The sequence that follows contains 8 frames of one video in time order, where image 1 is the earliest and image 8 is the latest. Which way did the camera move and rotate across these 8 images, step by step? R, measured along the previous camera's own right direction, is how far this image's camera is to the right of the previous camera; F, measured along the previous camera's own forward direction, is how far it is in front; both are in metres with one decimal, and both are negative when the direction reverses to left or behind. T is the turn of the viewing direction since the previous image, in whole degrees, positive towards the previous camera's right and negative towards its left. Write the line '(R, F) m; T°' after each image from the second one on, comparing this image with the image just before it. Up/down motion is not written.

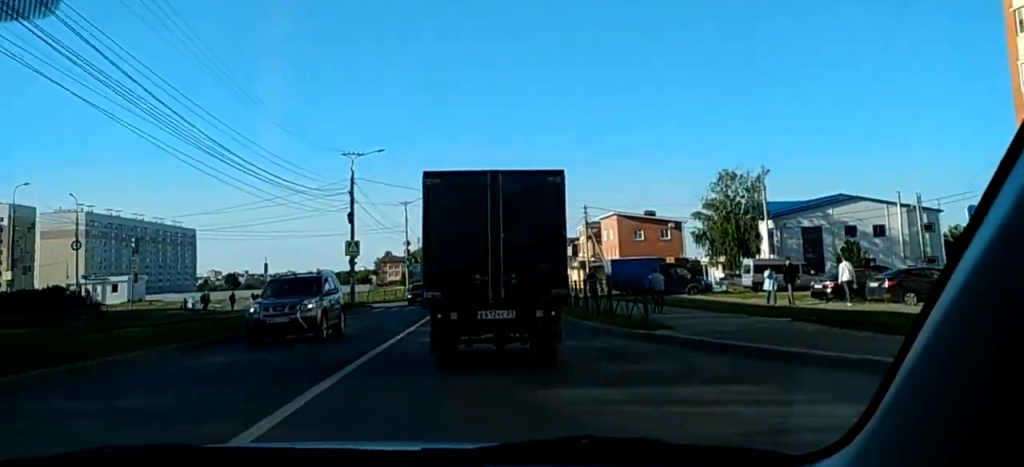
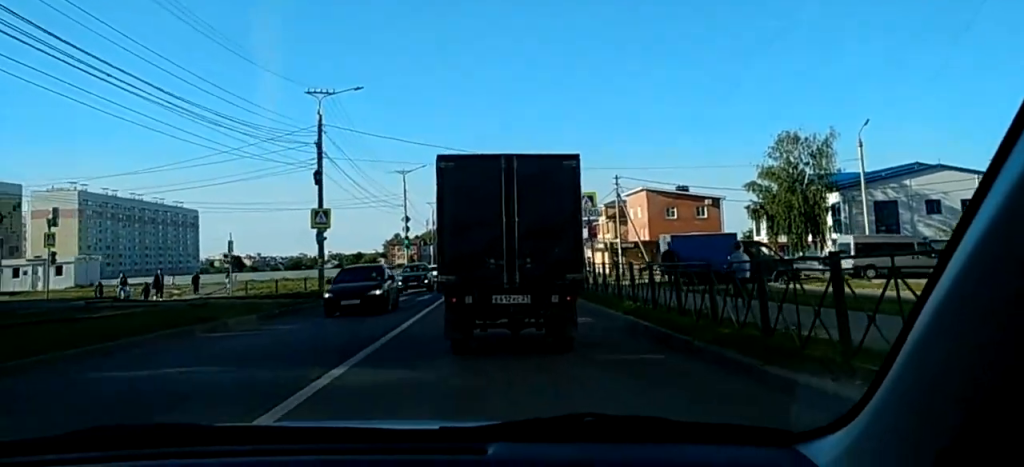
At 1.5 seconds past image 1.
(+0.1, +14.7) m; 0°
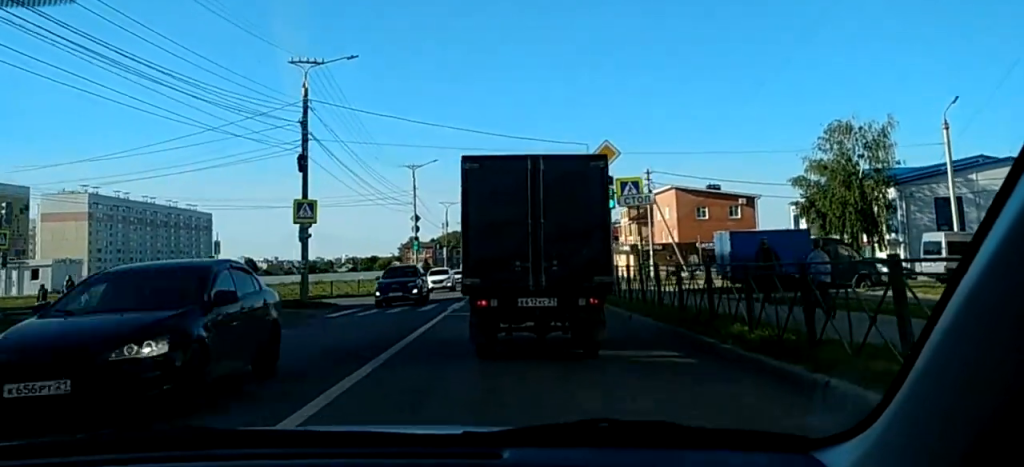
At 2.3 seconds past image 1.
(0.0, +6.9) m; 0°
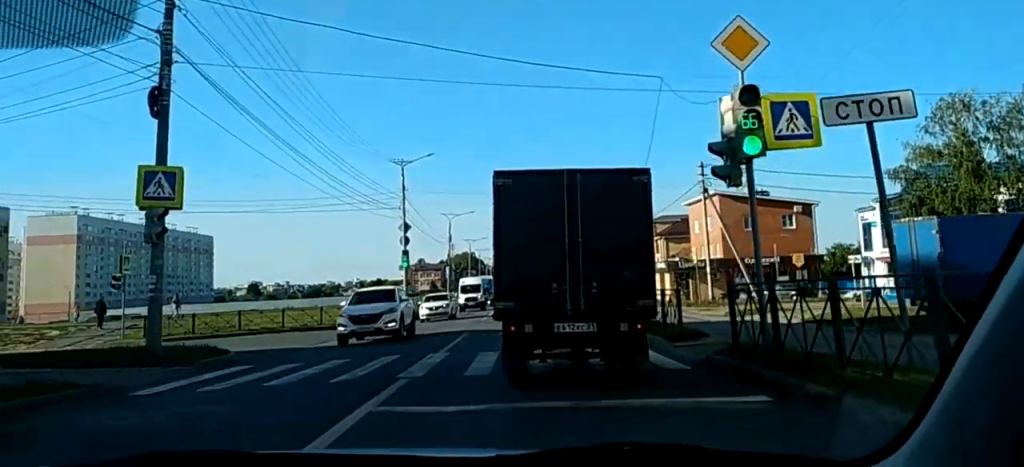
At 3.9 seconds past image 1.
(+0.3, +13.9) m; +4°
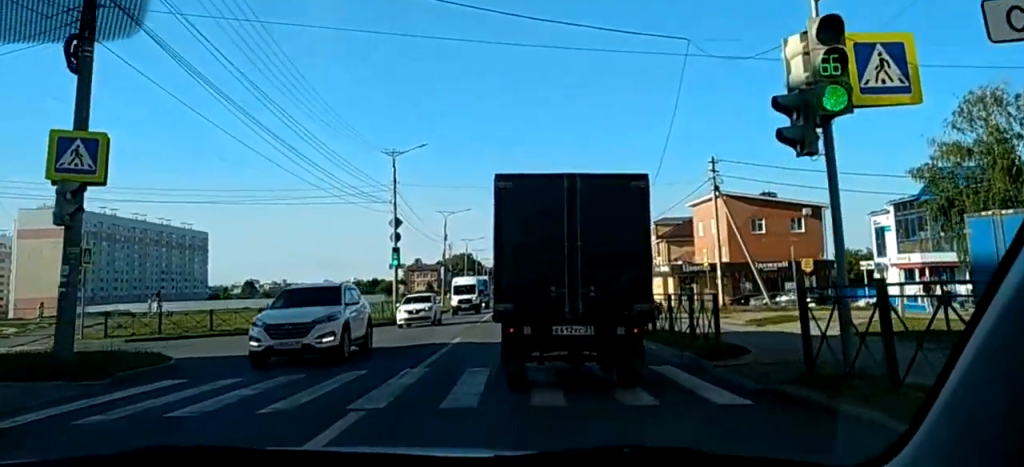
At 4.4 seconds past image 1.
(+0.2, +3.6) m; 0°
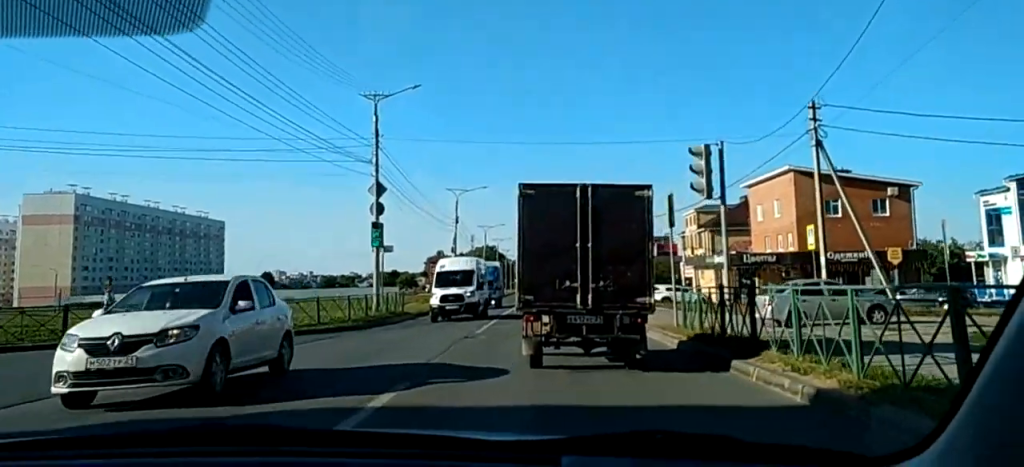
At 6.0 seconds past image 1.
(-0.5, +13.6) m; -3°
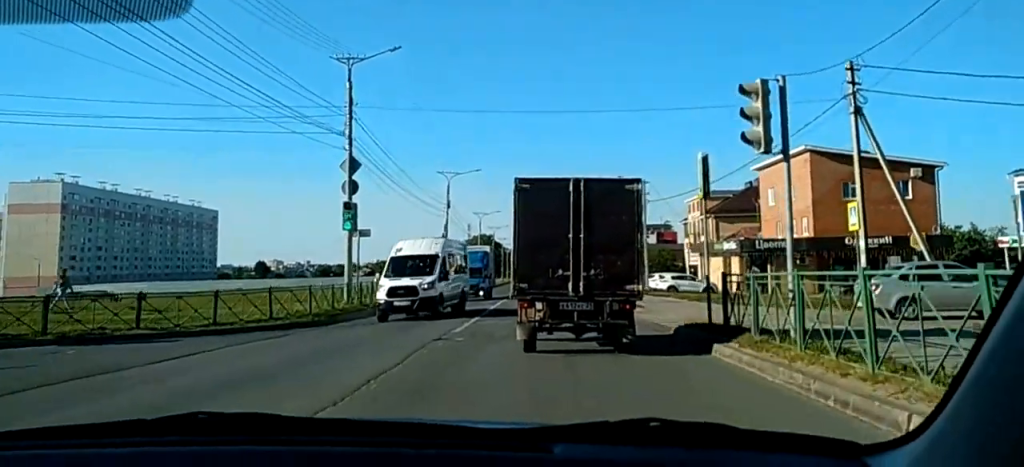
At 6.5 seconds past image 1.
(0.0, +4.5) m; 0°
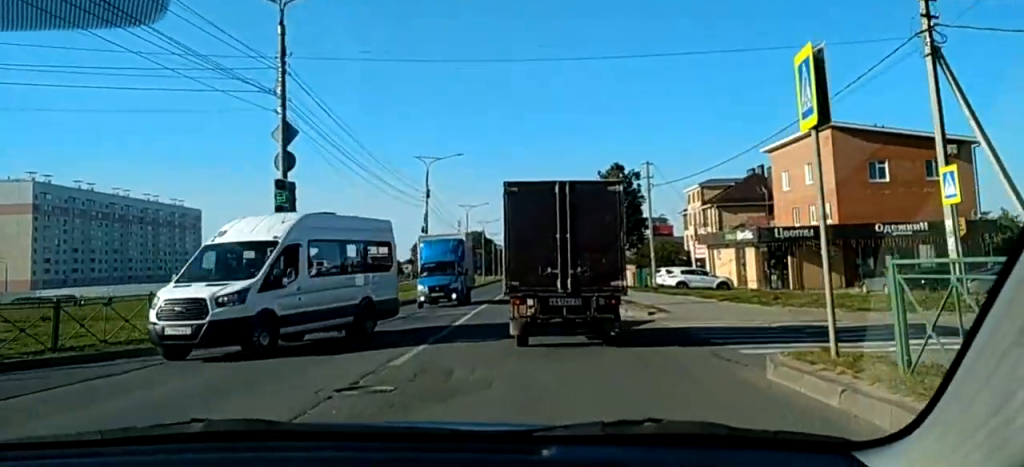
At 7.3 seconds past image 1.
(0.0, +7.4) m; 0°
